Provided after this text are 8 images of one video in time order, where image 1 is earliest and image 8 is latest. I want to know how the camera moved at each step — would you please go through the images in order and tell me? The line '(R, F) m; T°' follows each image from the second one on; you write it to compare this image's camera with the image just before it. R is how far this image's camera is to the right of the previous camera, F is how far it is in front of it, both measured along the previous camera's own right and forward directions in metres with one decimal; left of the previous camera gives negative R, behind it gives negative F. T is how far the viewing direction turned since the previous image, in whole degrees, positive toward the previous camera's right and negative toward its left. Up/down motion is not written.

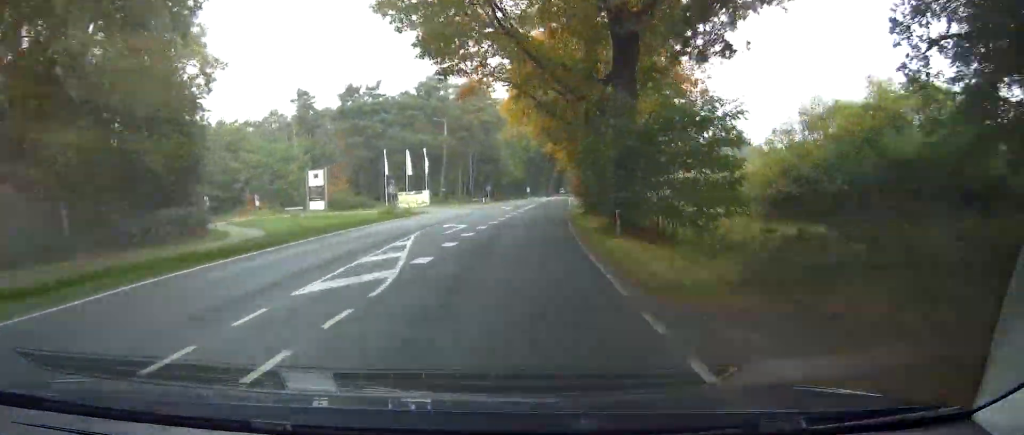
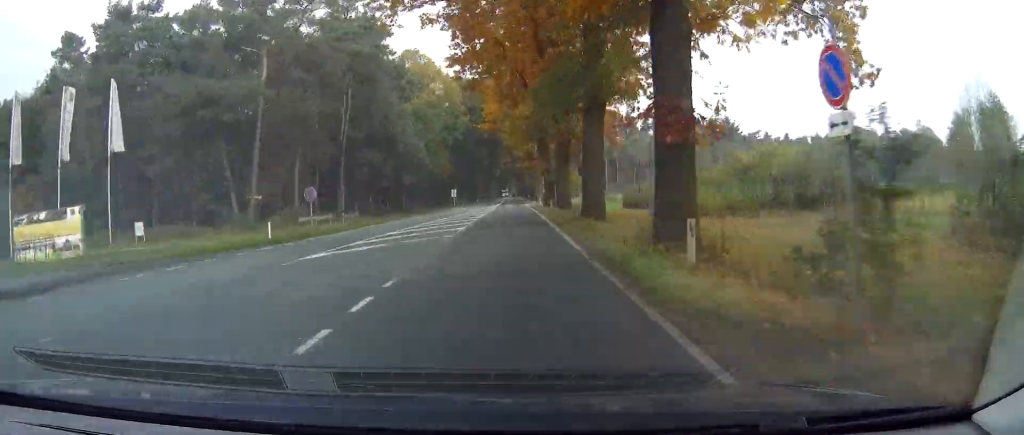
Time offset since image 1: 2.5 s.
(+2.4, +57.8) m; +4°
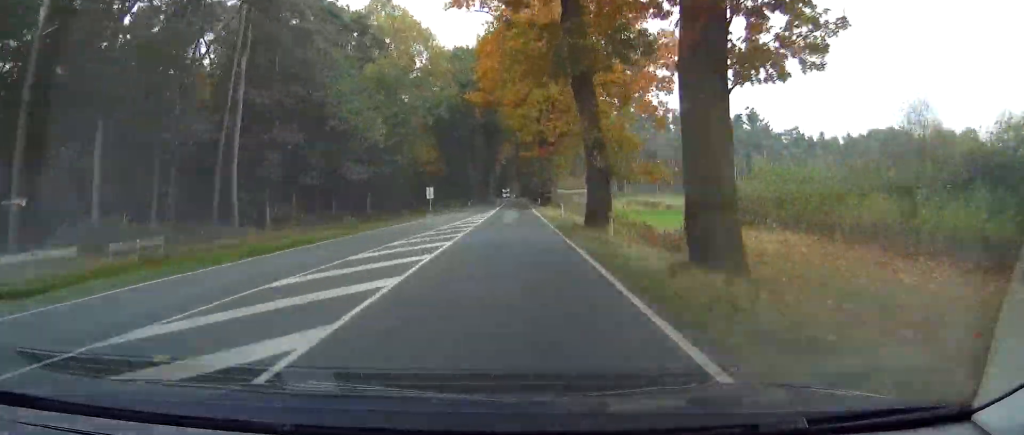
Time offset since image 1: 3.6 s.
(+0.4, +26.5) m; +1°
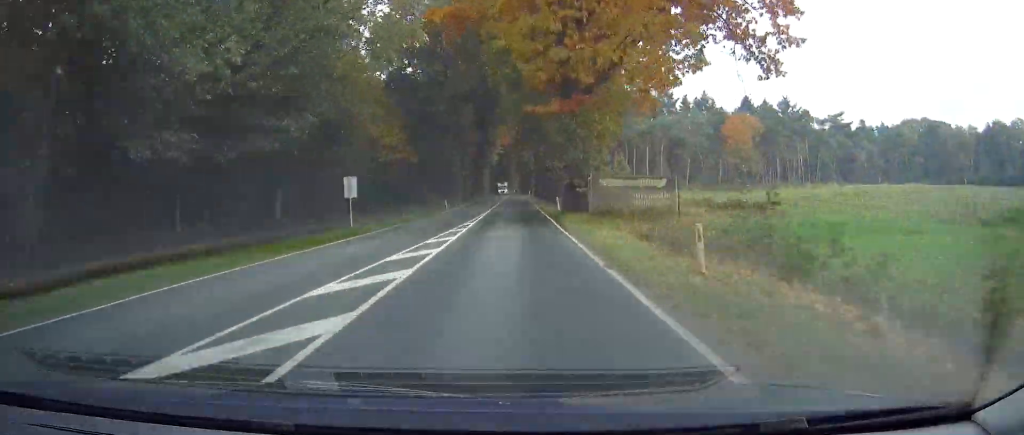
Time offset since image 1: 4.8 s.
(0.0, +28.1) m; 0°
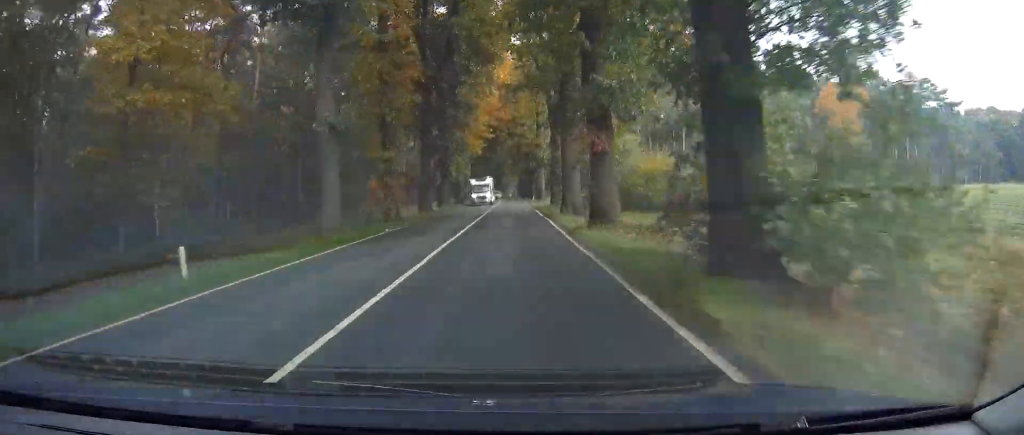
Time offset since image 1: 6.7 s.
(0.0, +45.1) m; 0°
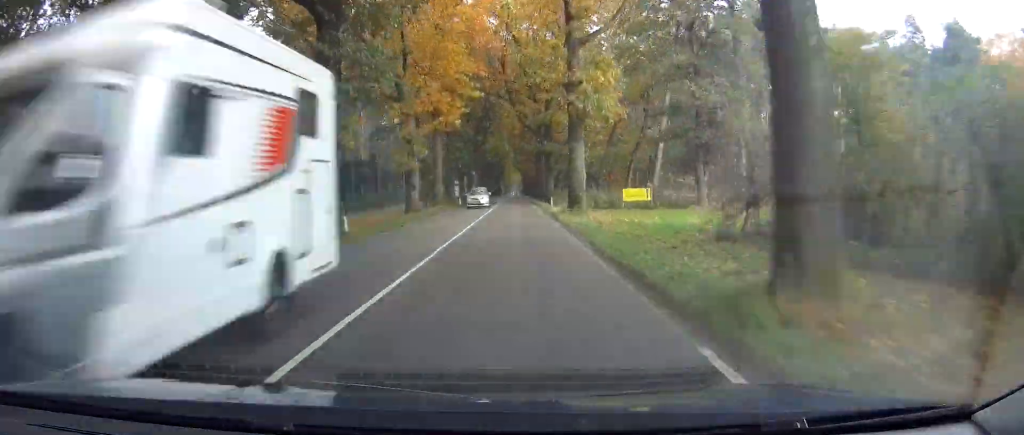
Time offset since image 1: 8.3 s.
(0.0, +37.1) m; 0°
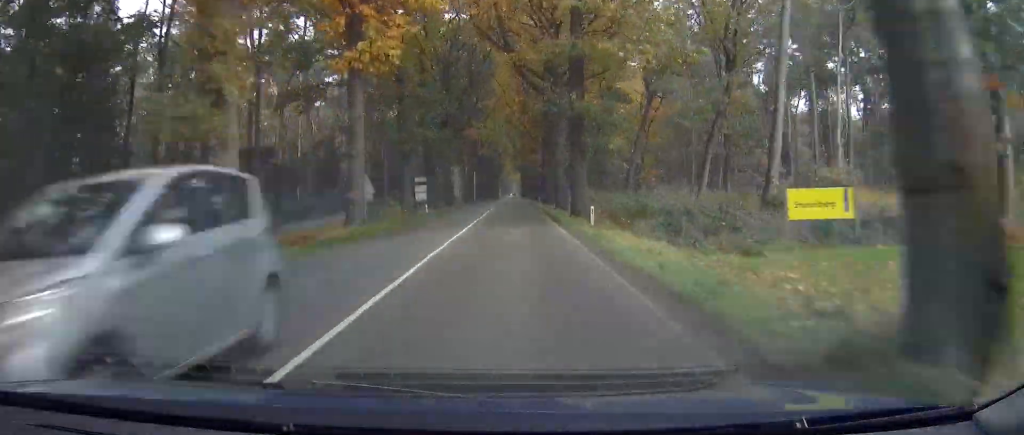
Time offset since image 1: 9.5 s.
(0.0, +26.3) m; 0°
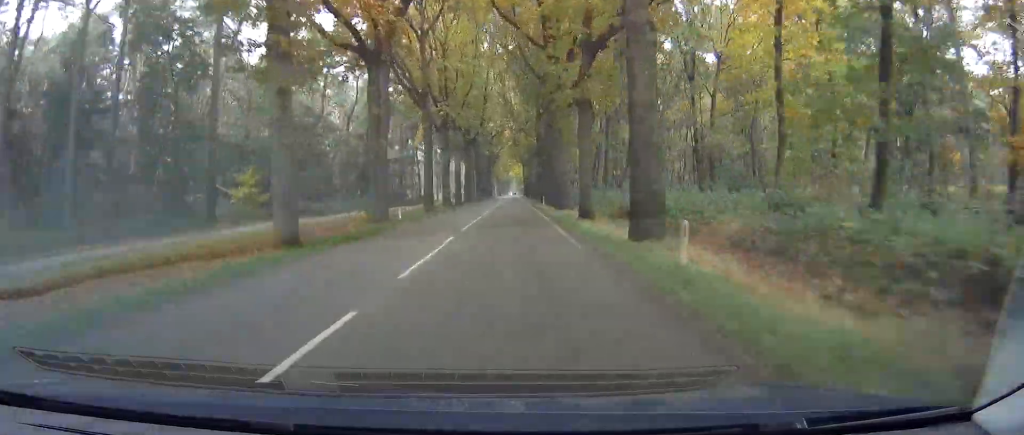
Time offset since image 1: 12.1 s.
(-0.6, +61.2) m; -1°
